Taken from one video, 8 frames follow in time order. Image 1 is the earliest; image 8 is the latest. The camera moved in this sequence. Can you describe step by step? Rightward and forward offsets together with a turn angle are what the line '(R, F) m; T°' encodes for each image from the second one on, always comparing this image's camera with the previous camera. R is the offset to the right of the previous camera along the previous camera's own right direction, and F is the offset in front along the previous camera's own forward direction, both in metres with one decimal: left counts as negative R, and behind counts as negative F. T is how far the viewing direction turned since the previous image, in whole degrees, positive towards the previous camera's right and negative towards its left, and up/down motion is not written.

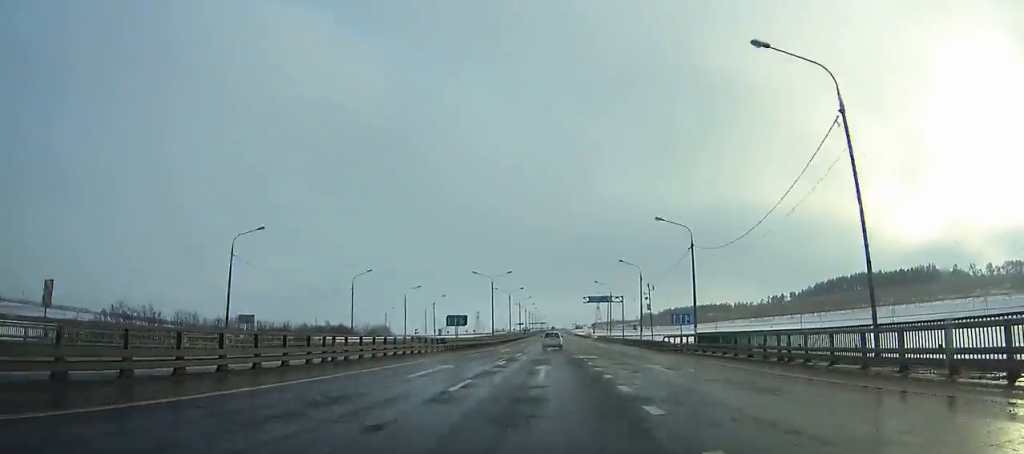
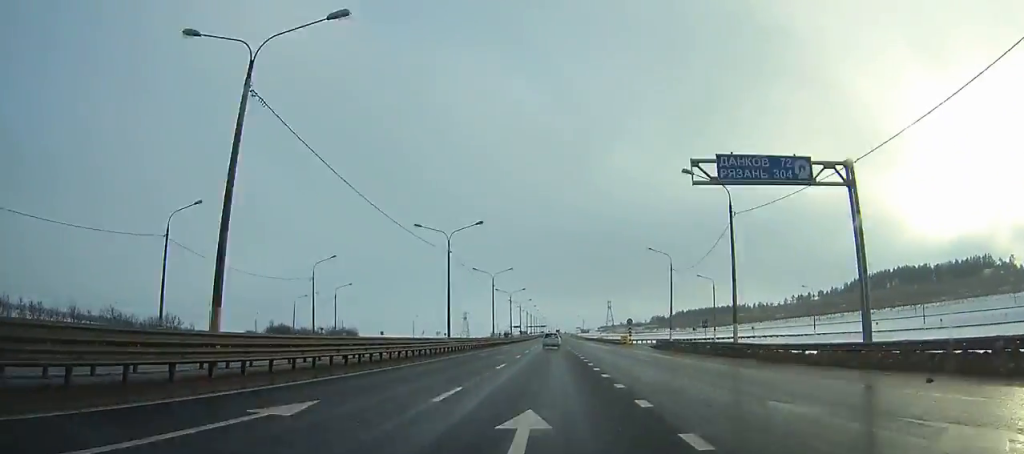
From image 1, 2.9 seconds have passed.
(-0.1, +73.7) m; 0°
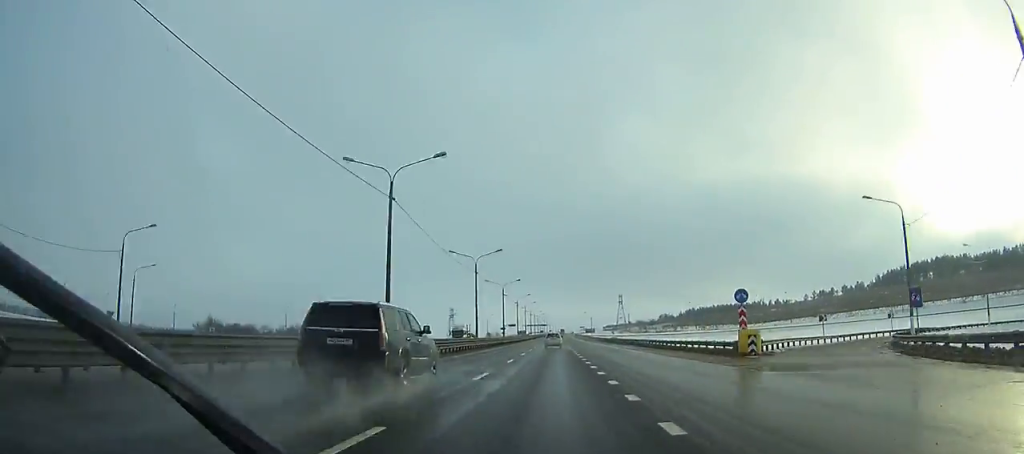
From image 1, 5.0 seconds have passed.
(0.0, +54.2) m; 0°
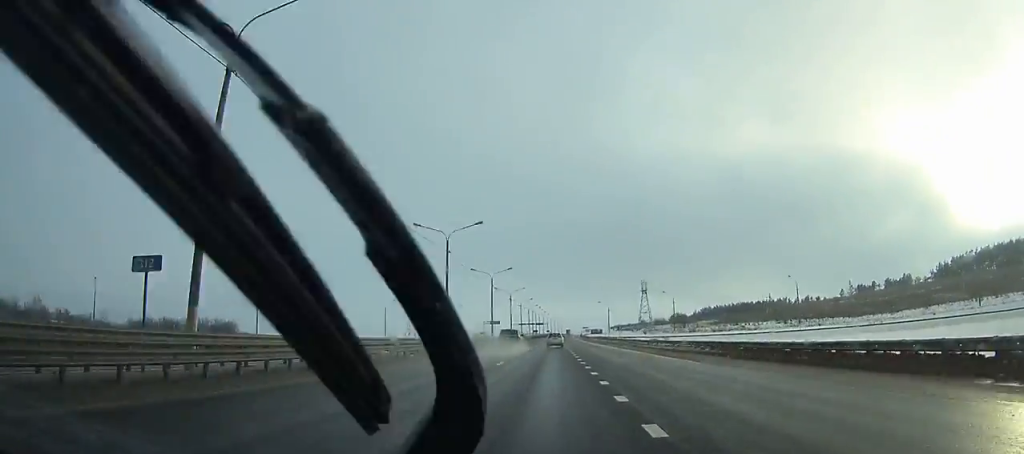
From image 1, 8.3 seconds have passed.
(+0.1, +86.7) m; 0°
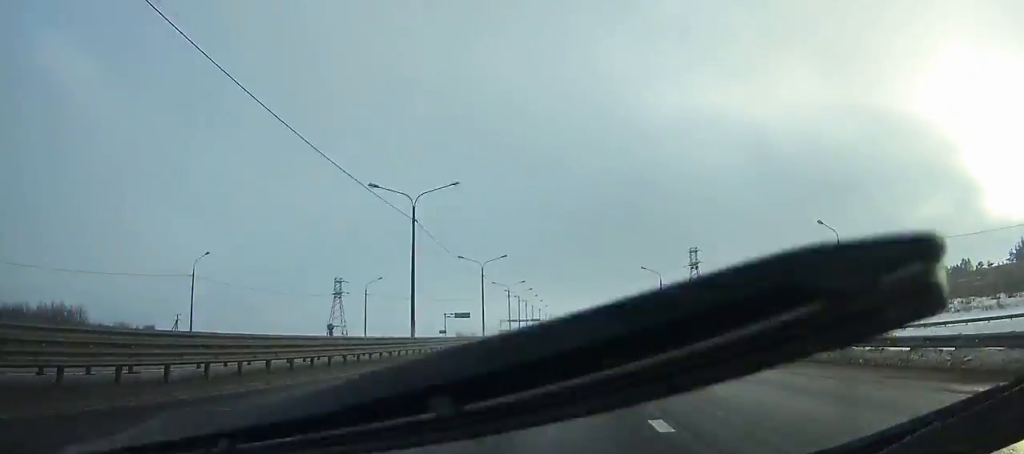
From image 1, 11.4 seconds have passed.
(0.0, +82.3) m; 0°
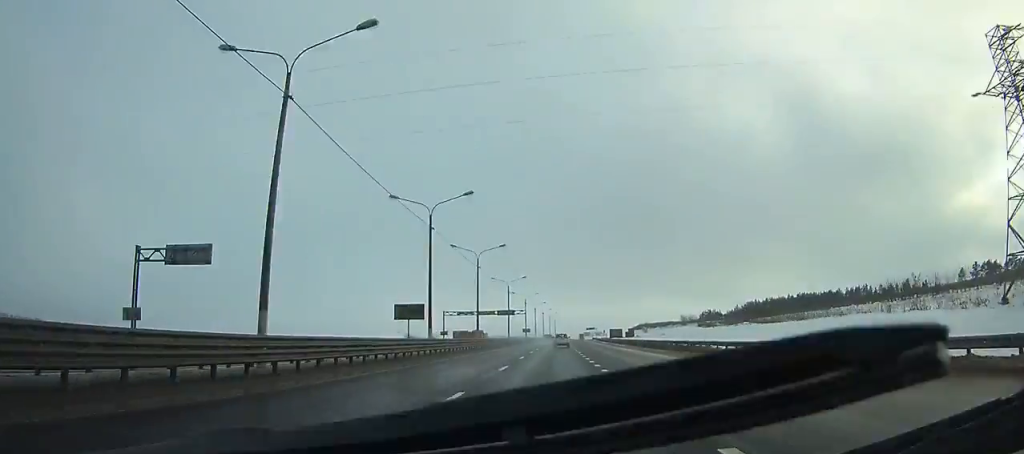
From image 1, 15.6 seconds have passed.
(+0.5, +111.7) m; +1°
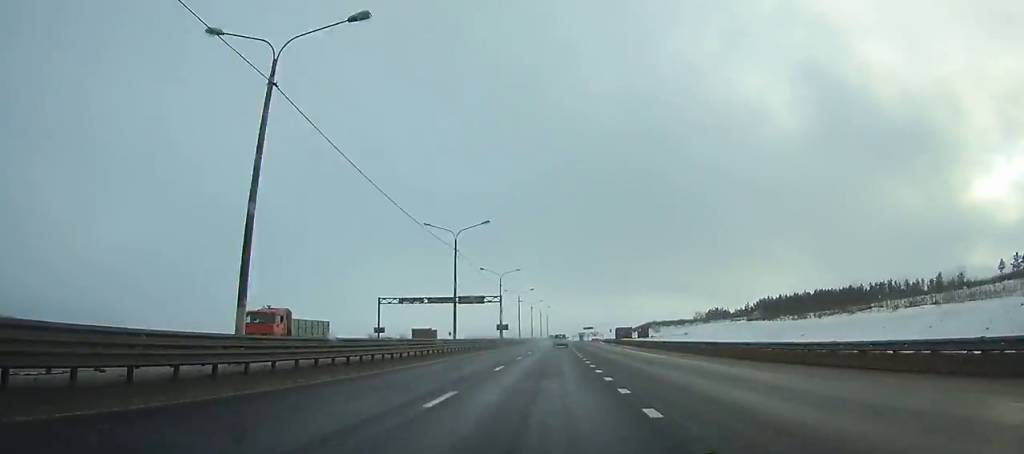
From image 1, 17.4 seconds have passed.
(+0.3, +47.6) m; +1°
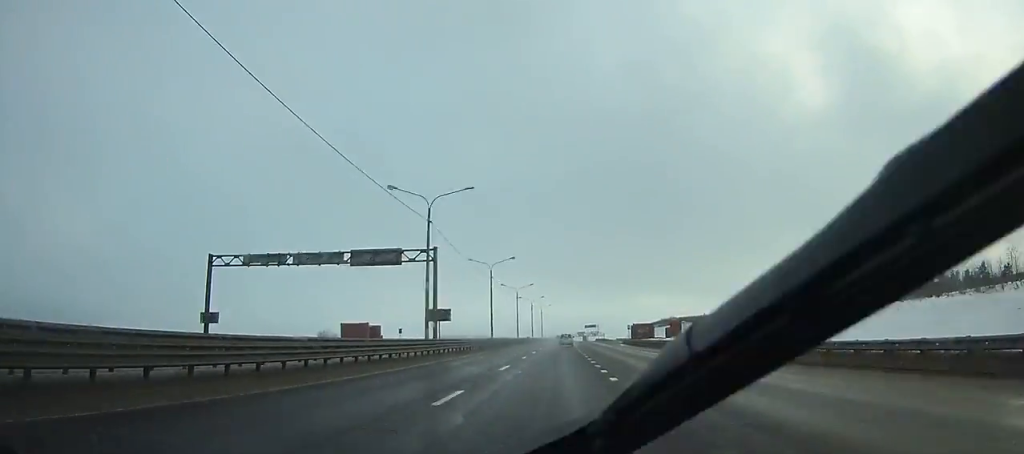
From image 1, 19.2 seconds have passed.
(0.0, +47.6) m; +1°
